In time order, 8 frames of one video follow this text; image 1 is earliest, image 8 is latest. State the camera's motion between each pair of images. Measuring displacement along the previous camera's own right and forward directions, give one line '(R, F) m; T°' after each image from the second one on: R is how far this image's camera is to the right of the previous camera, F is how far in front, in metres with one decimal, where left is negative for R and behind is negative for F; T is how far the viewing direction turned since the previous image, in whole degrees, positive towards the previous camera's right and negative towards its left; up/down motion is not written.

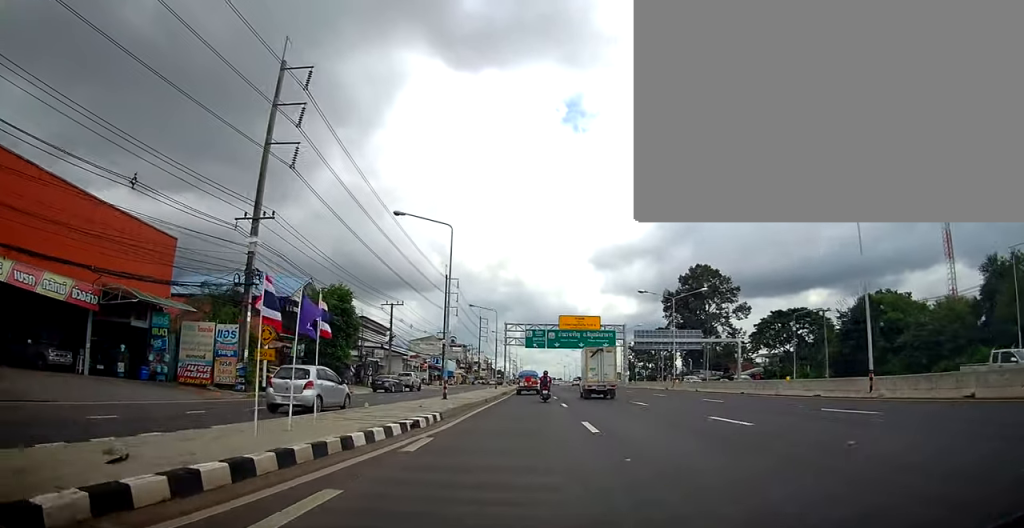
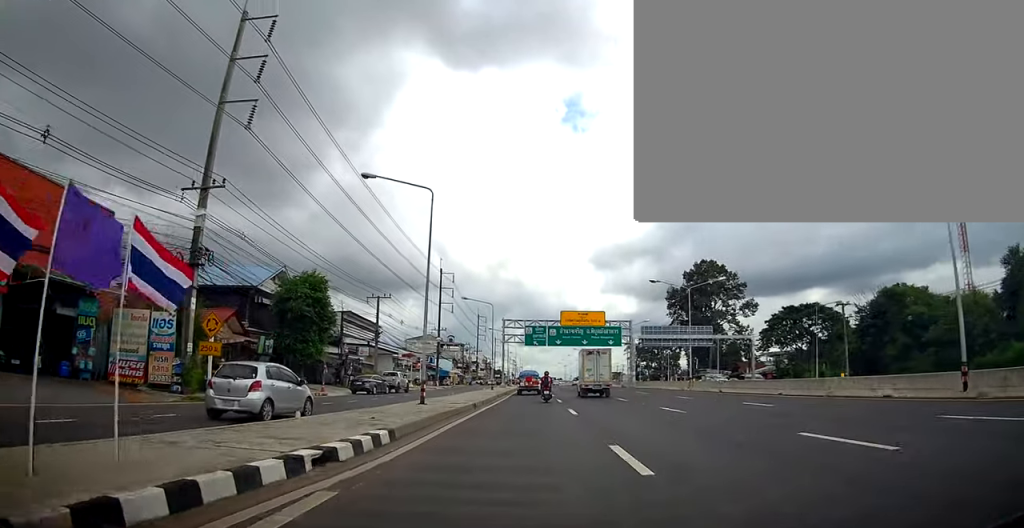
(0.0, +5.4) m; 0°
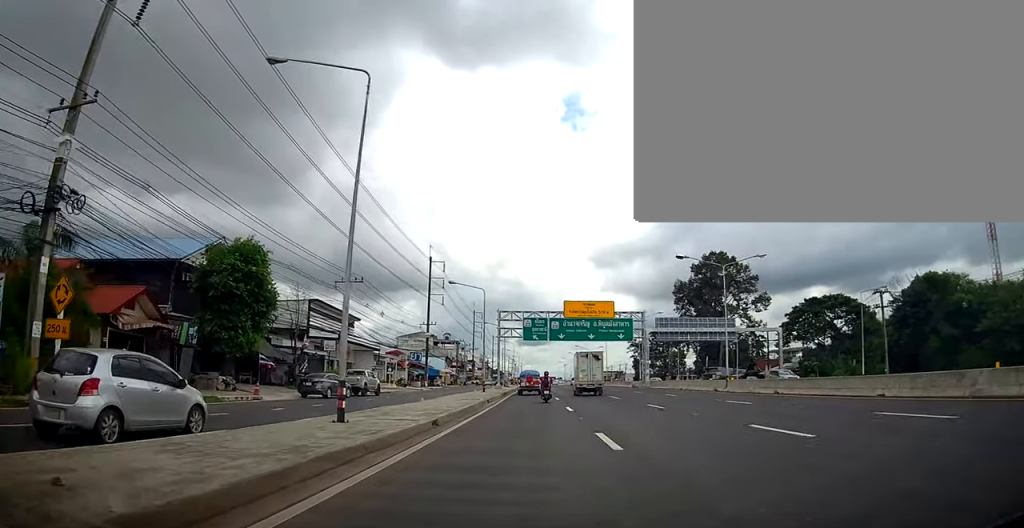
(0.0, +9.1) m; 0°
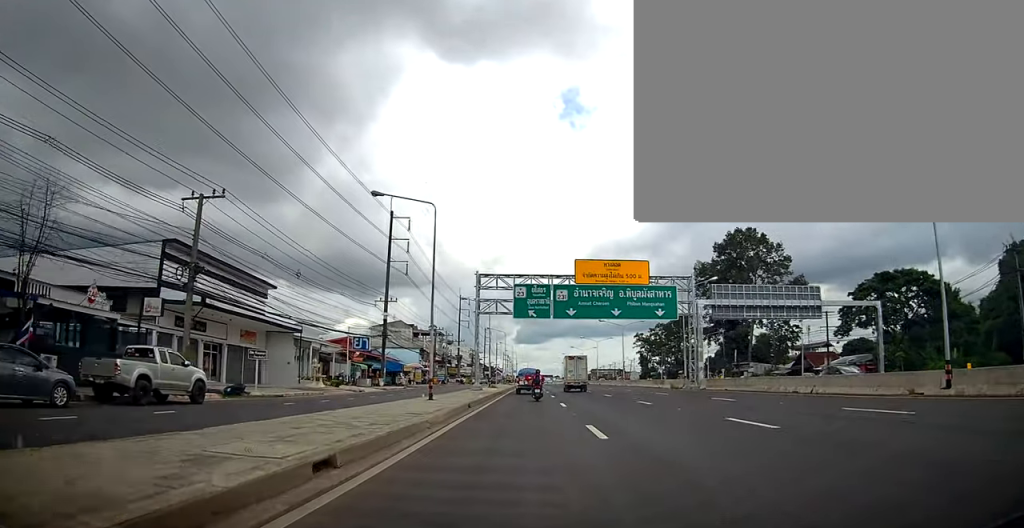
(0.0, +22.1) m; 0°
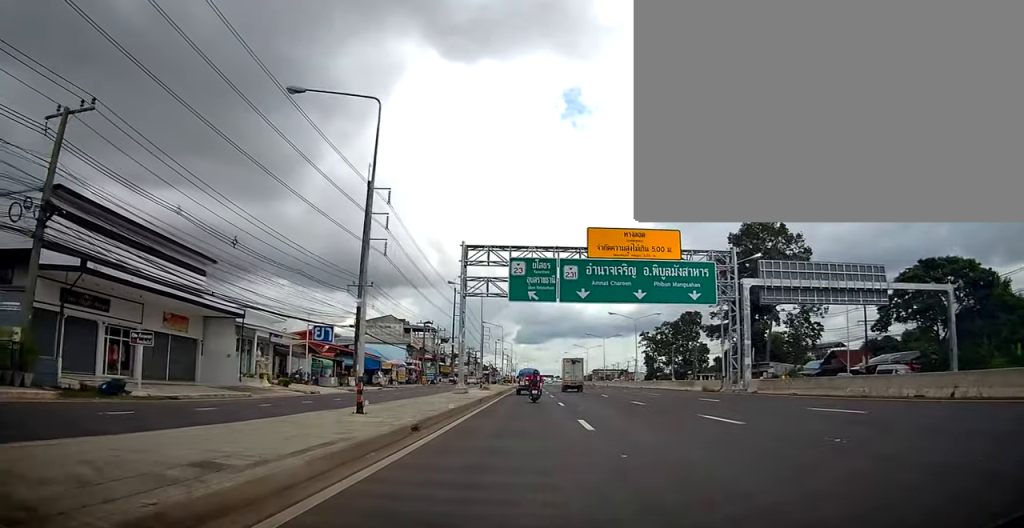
(0.0, +9.7) m; 0°
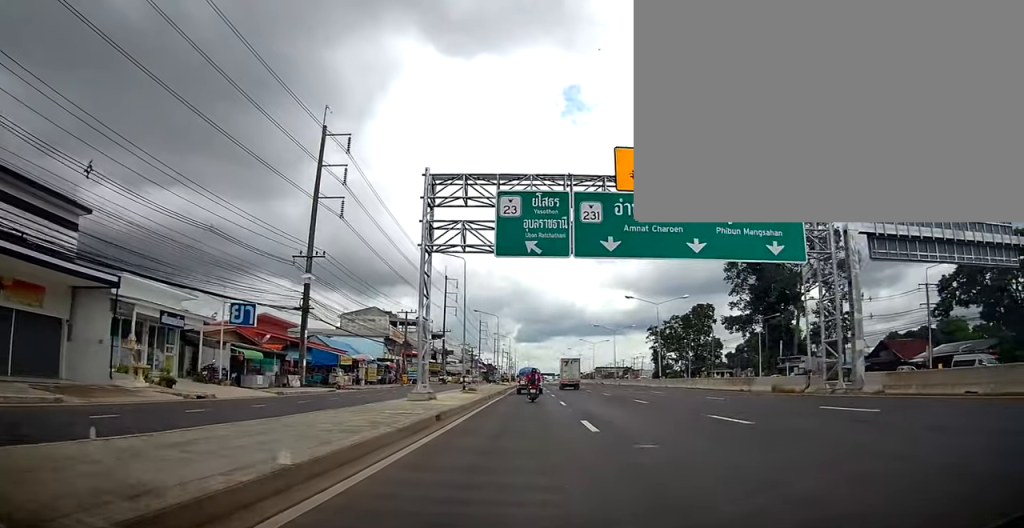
(0.0, +12.7) m; 0°
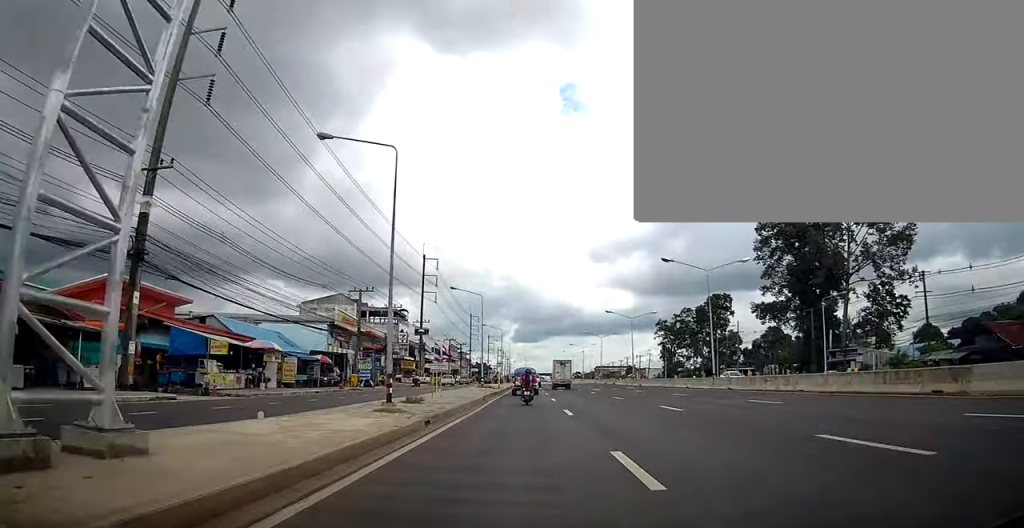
(0.0, +18.5) m; 0°
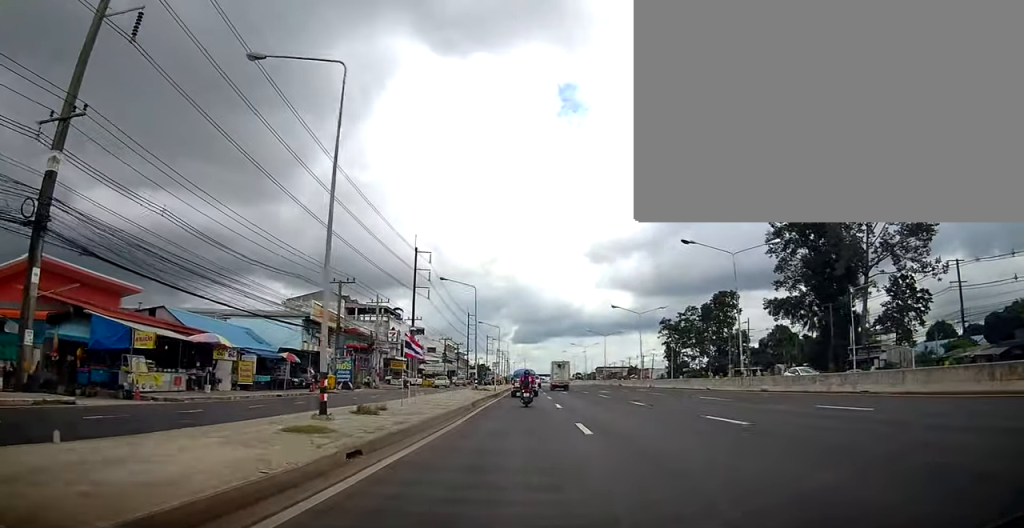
(0.0, +5.8) m; 0°
